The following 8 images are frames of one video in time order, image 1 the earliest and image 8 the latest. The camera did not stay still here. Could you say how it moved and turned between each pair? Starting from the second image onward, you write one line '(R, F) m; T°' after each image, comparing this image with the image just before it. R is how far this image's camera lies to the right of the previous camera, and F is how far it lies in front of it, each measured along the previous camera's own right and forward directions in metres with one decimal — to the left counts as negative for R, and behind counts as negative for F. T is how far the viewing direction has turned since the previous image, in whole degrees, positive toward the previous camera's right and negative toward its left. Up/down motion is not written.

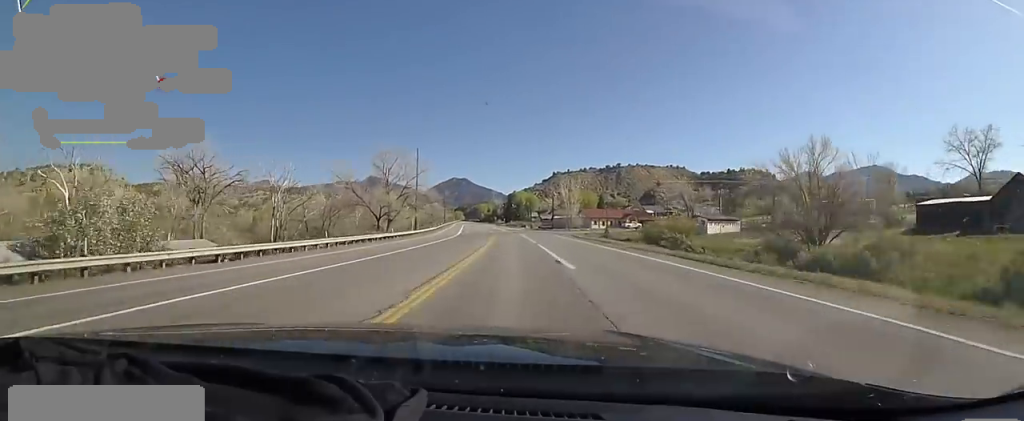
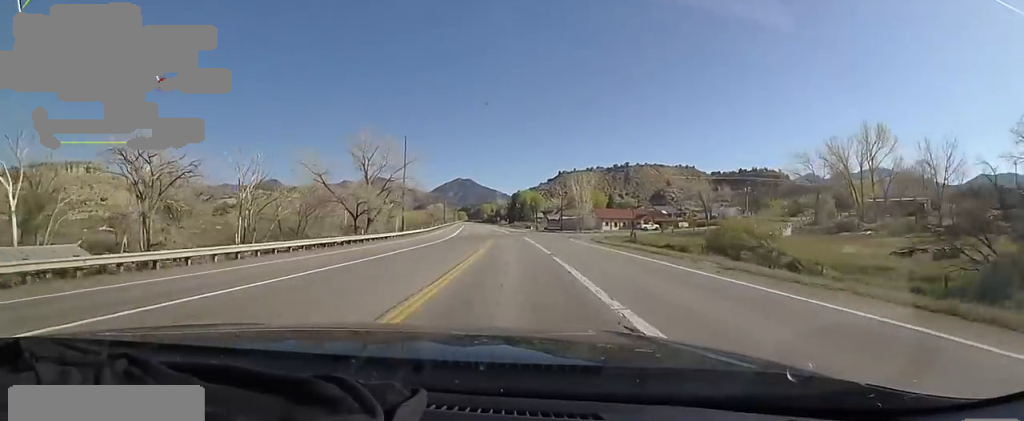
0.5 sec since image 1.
(+0.3, +11.7) m; -1°
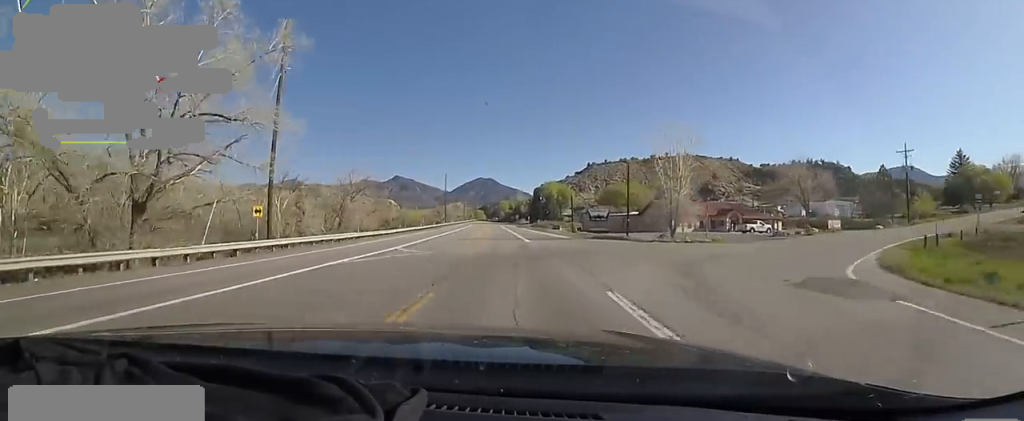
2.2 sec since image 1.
(-2.1, +42.2) m; -3°
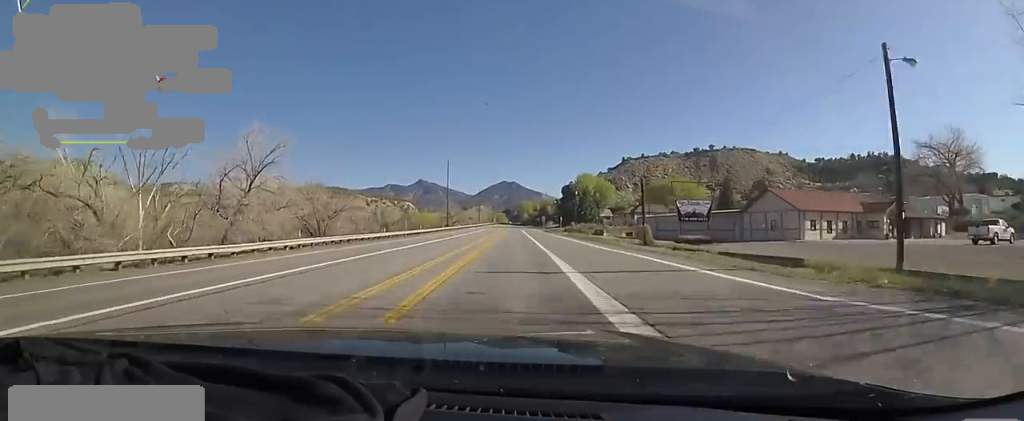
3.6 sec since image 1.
(-0.3, +35.3) m; -3°
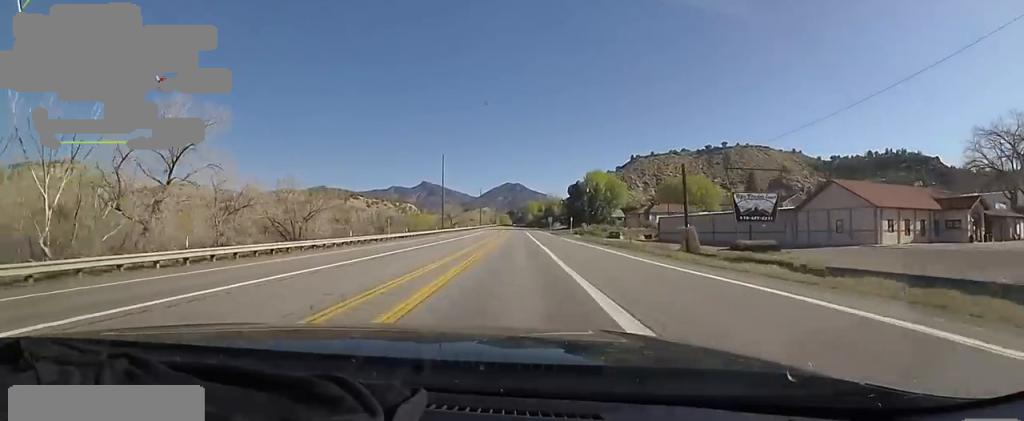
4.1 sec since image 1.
(-0.5, +11.4) m; 0°
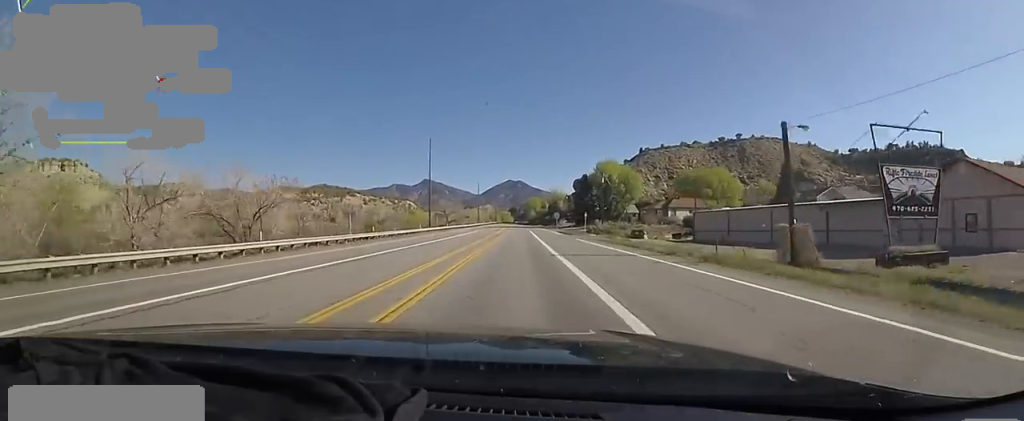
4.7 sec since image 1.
(-0.3, +14.6) m; 0°
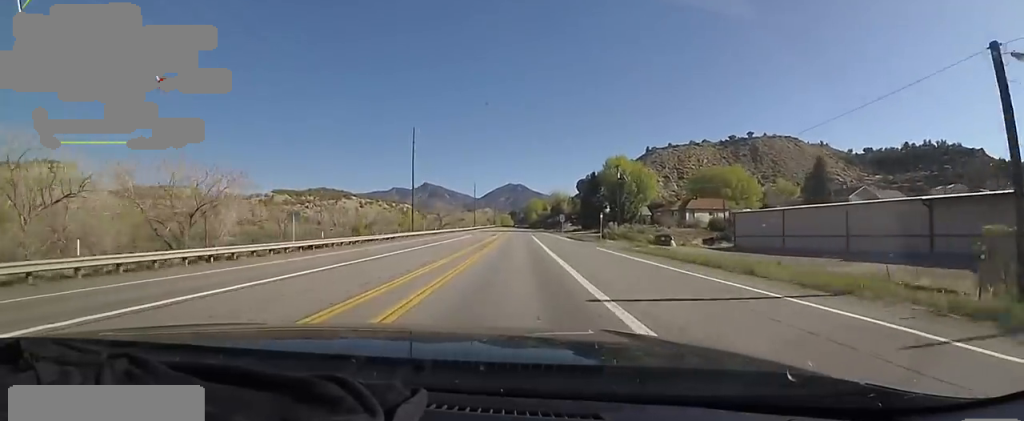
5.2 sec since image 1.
(+0.6, +12.0) m; 0°
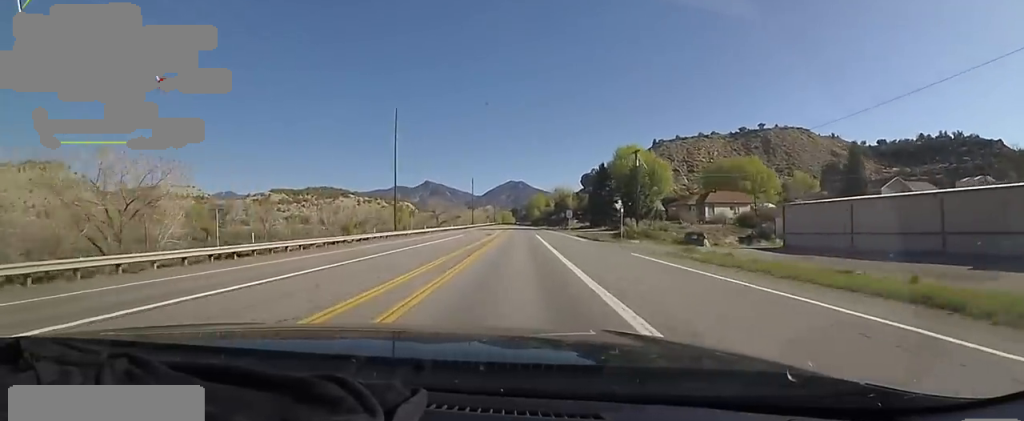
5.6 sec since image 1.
(+0.3, +9.6) m; 0°
